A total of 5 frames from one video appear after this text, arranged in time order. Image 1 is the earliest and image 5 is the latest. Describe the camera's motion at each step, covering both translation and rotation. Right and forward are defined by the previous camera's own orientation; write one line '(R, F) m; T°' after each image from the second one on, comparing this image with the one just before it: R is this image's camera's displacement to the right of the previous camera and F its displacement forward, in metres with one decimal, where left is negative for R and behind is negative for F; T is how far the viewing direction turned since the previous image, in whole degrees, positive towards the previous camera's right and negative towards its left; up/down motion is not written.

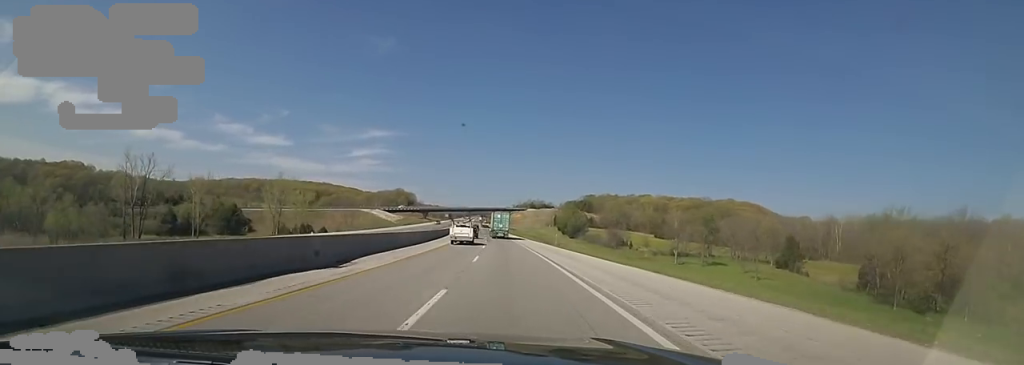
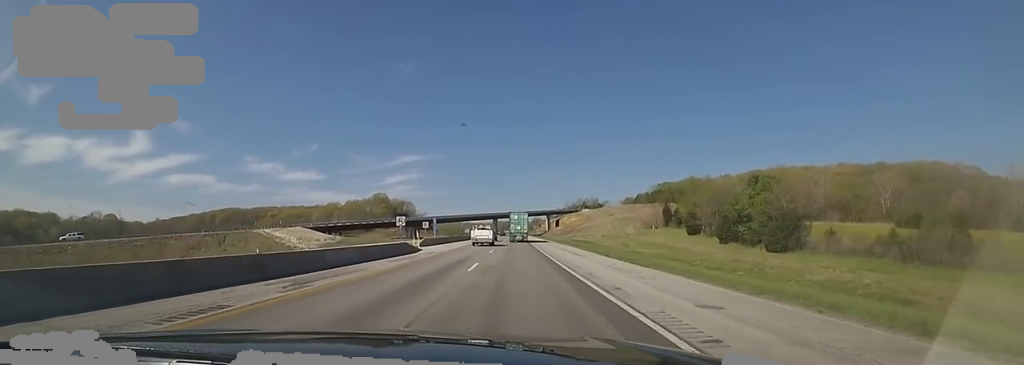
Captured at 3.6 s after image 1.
(-4.8, +127.8) m; -4°
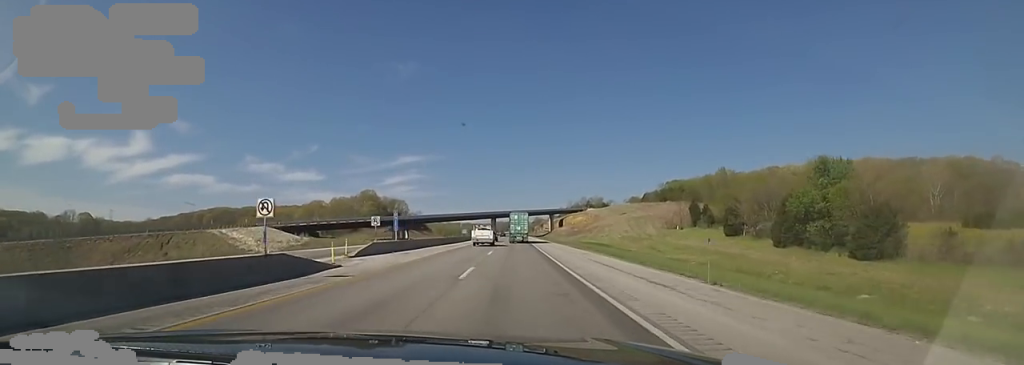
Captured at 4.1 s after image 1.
(0.0, +17.7) m; -1°
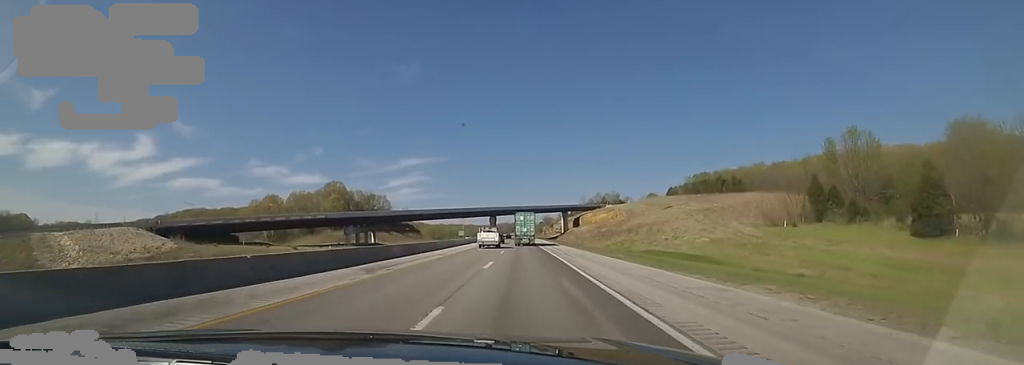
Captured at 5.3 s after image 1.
(-1.2, +40.5) m; -2°
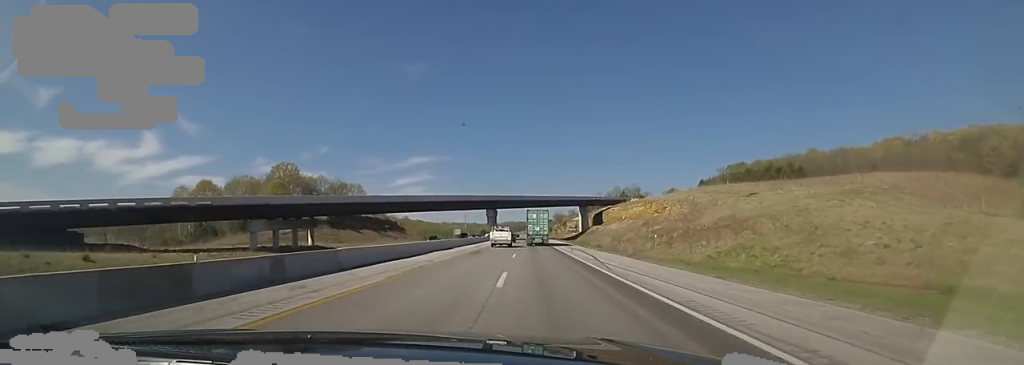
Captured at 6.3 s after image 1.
(-0.1, +37.4) m; +1°
